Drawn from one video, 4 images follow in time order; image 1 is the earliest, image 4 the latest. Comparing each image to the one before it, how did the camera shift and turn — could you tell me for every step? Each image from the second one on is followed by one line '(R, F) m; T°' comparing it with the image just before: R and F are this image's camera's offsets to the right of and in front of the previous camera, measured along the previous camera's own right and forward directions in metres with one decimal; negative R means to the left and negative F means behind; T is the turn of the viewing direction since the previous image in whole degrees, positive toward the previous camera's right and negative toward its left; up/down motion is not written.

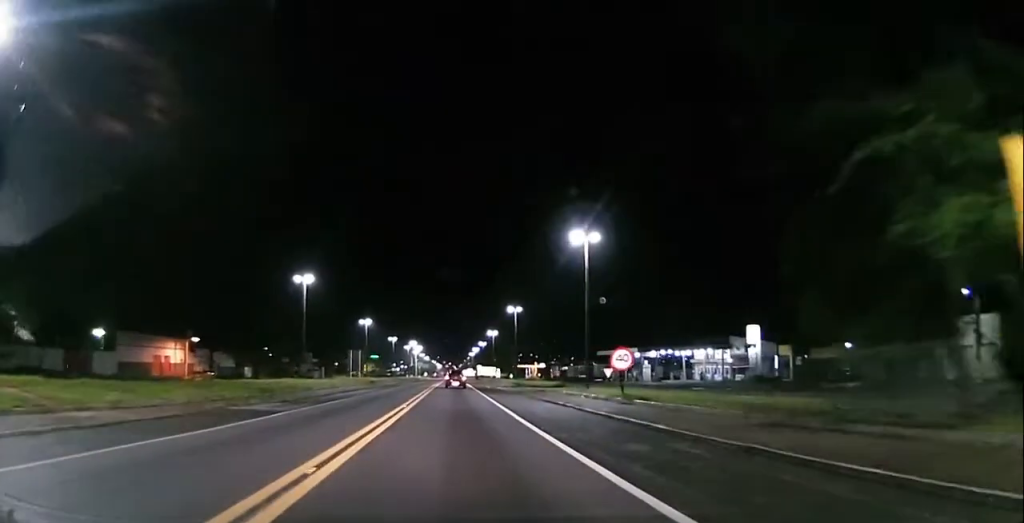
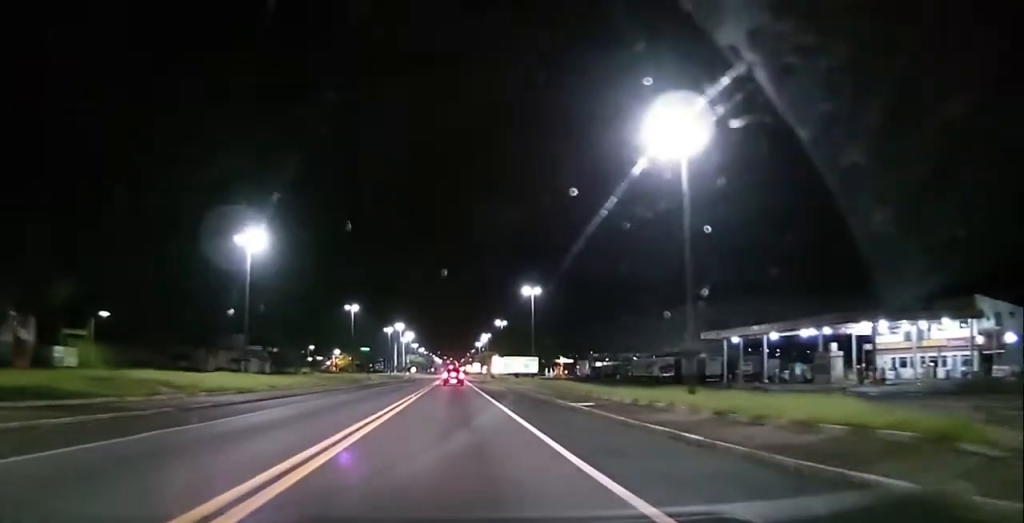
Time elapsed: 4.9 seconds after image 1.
(+1.1, +65.5) m; +2°
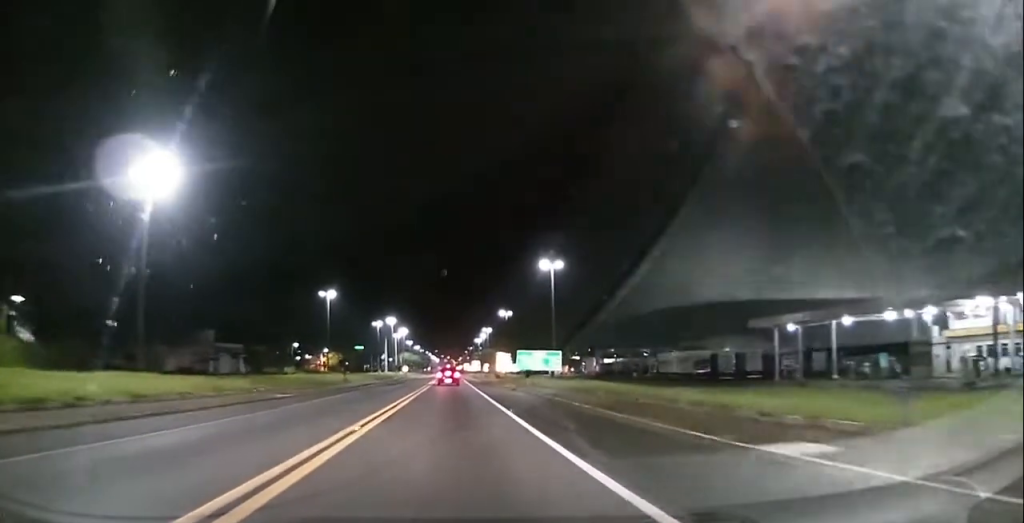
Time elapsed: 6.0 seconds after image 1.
(0.0, +17.0) m; -1°
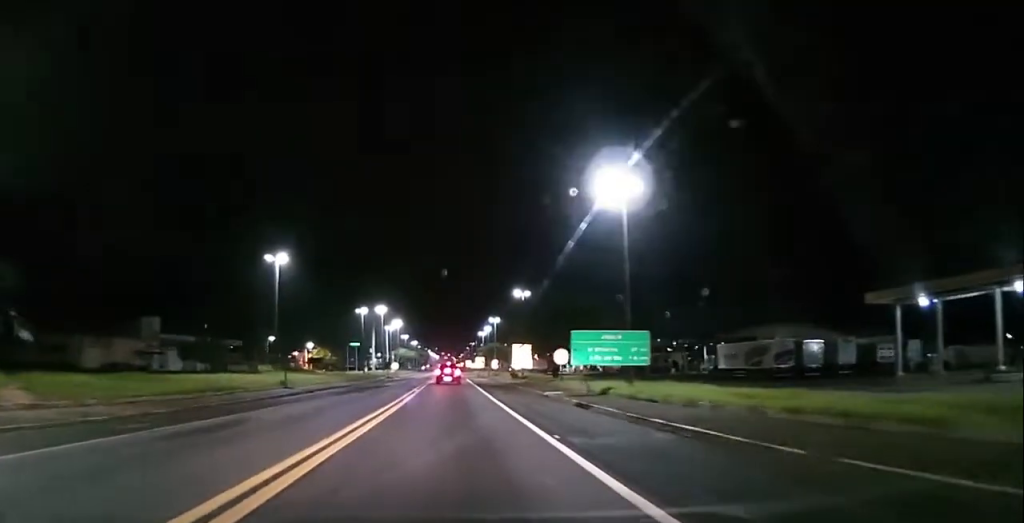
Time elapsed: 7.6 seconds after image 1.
(-0.5, +25.0) m; 0°
